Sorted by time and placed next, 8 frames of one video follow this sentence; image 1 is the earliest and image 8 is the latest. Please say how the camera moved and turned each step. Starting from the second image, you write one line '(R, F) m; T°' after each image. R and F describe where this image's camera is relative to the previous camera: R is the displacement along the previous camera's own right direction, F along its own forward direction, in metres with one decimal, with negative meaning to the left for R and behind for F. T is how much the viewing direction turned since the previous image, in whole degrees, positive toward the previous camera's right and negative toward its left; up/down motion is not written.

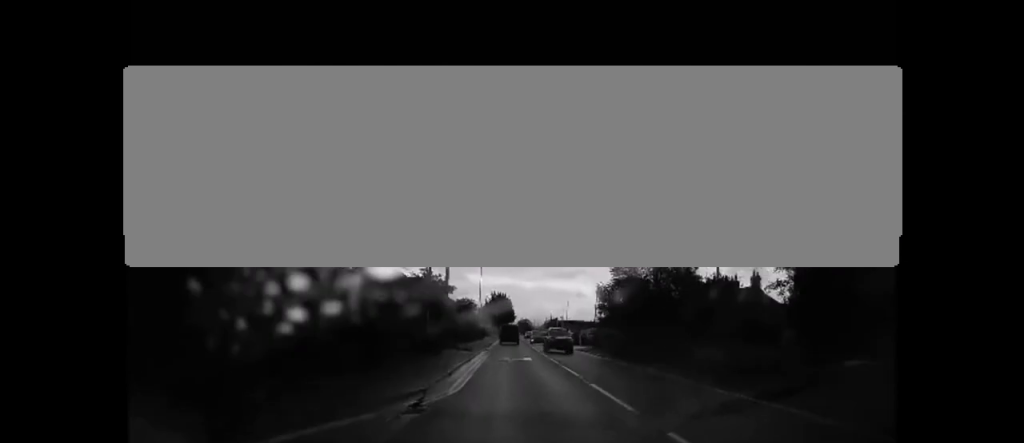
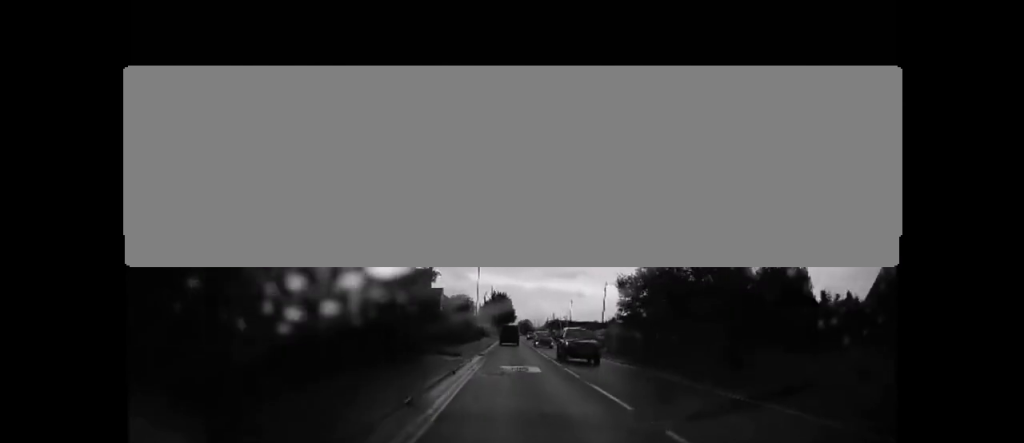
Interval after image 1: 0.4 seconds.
(0.0, +6.1) m; 0°
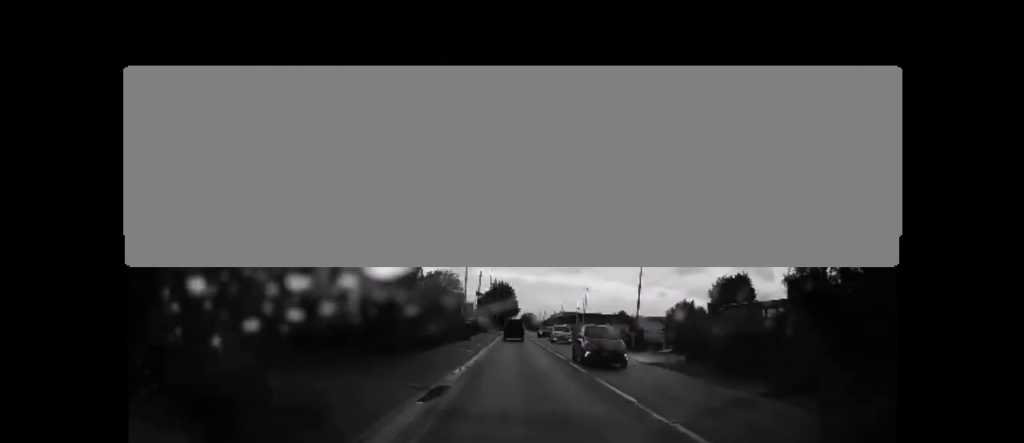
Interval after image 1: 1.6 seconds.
(+0.1, +18.3) m; +1°
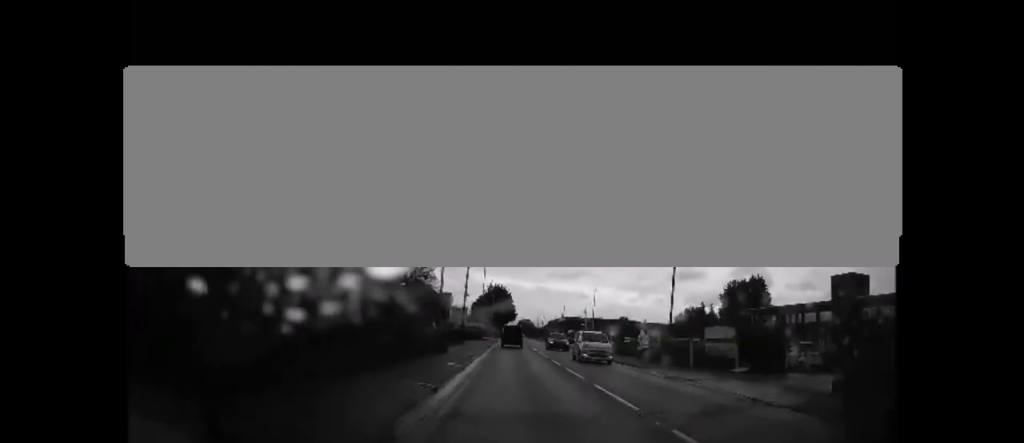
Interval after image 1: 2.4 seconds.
(+0.2, +12.3) m; 0°
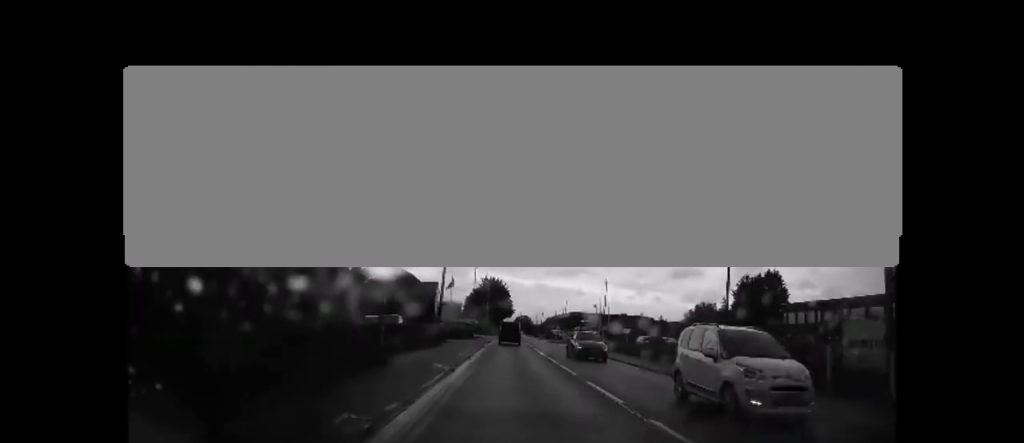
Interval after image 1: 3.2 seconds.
(-0.1, +11.7) m; -1°
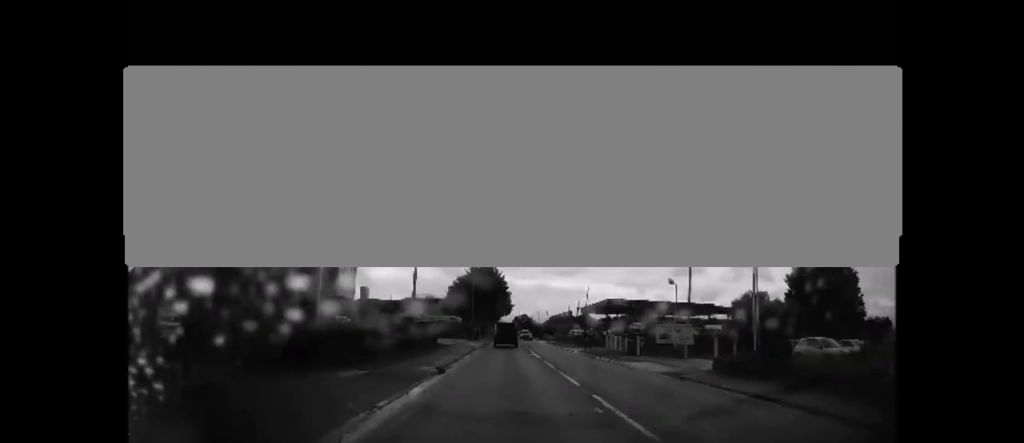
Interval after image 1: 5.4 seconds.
(+0.4, +33.9) m; +2°
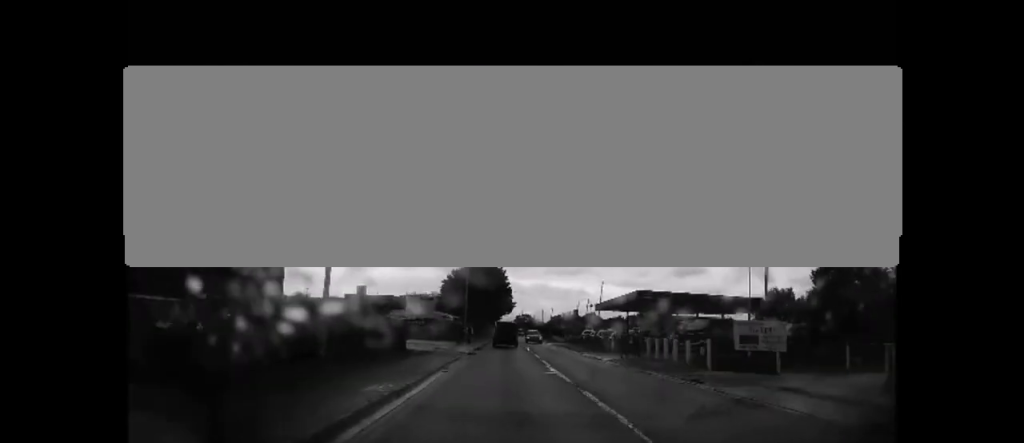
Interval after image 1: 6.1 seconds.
(0.0, +11.4) m; -1°
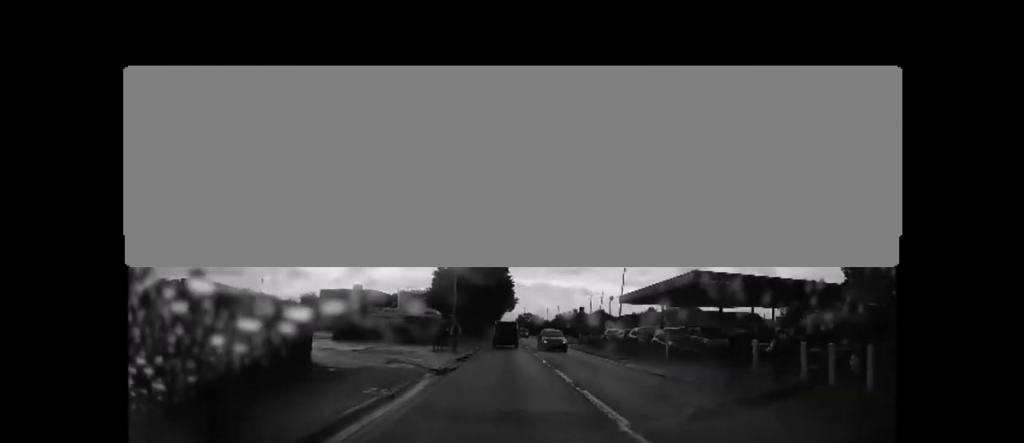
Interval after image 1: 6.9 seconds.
(-0.2, +12.4) m; 0°
